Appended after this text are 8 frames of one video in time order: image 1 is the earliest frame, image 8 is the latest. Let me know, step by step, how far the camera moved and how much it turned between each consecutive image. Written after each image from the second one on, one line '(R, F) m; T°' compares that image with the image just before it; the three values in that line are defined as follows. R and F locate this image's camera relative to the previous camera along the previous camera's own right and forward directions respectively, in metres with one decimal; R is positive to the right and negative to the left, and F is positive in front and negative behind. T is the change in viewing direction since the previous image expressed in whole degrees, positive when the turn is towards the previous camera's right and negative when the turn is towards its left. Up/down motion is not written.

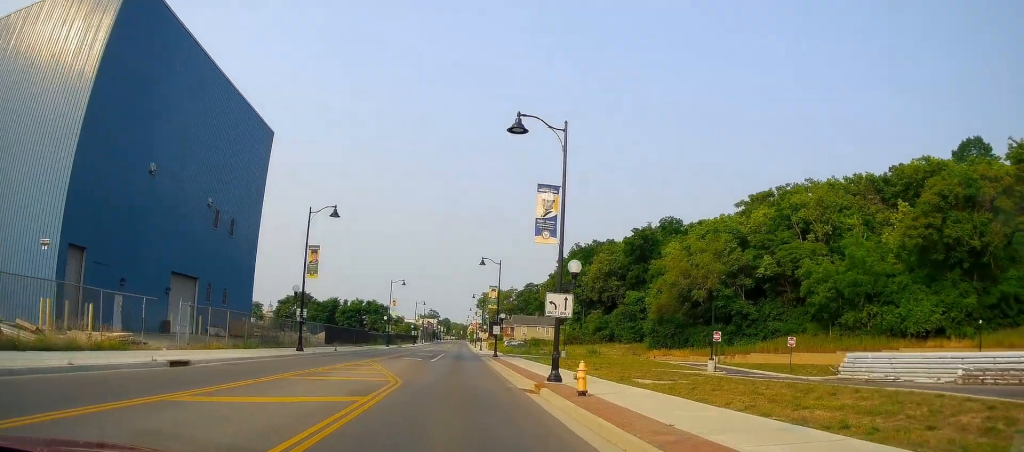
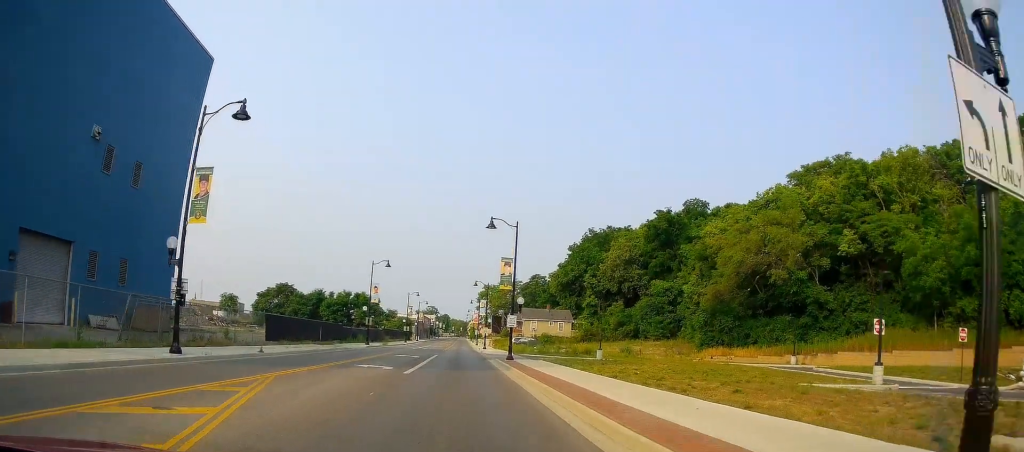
(0.0, +16.8) m; +1°
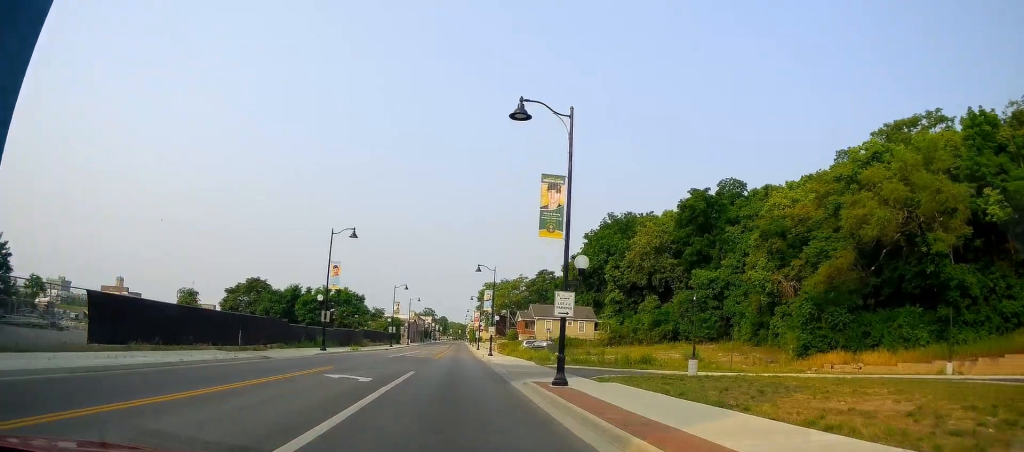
(+0.8, +19.5) m; +2°
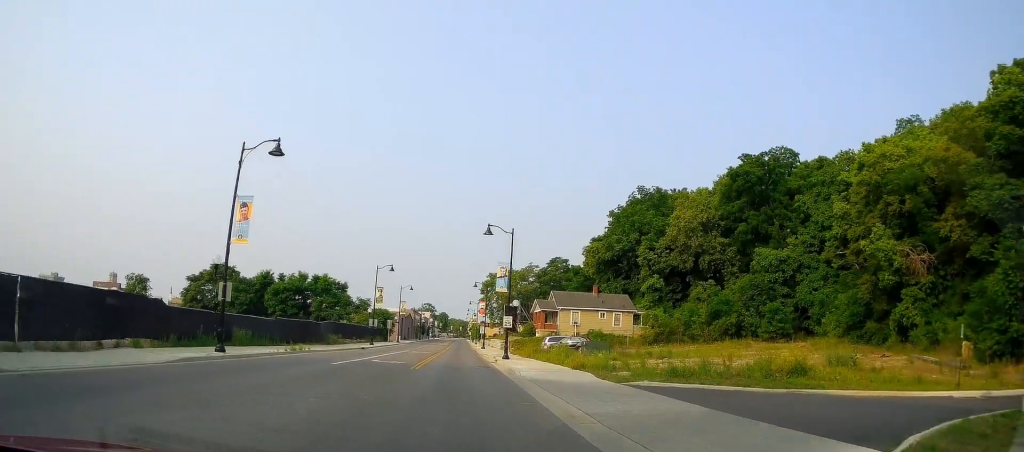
(-0.8, +19.2) m; -4°
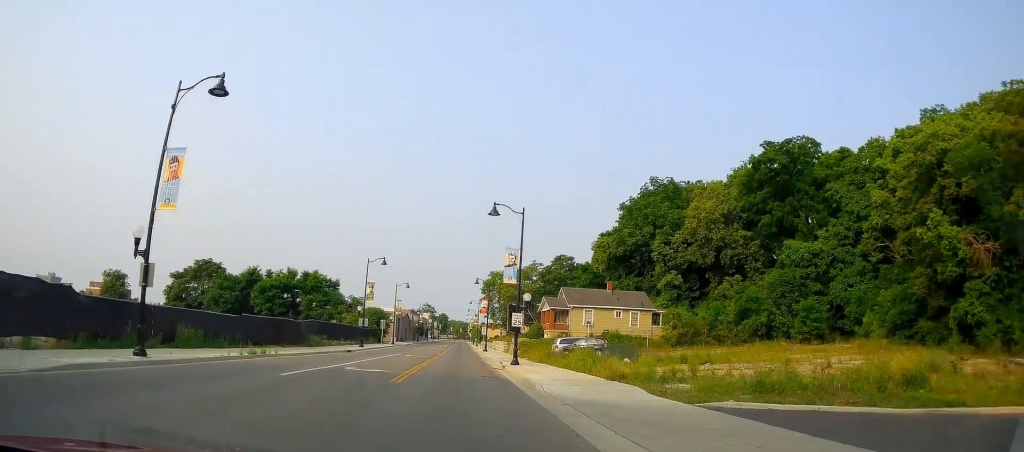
(-0.1, +6.8) m; 0°
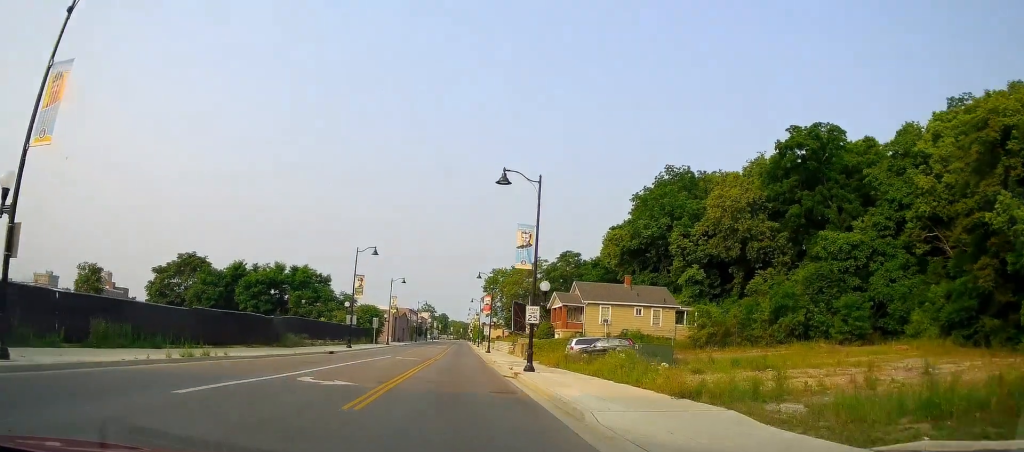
(0.0, +6.8) m; +1°
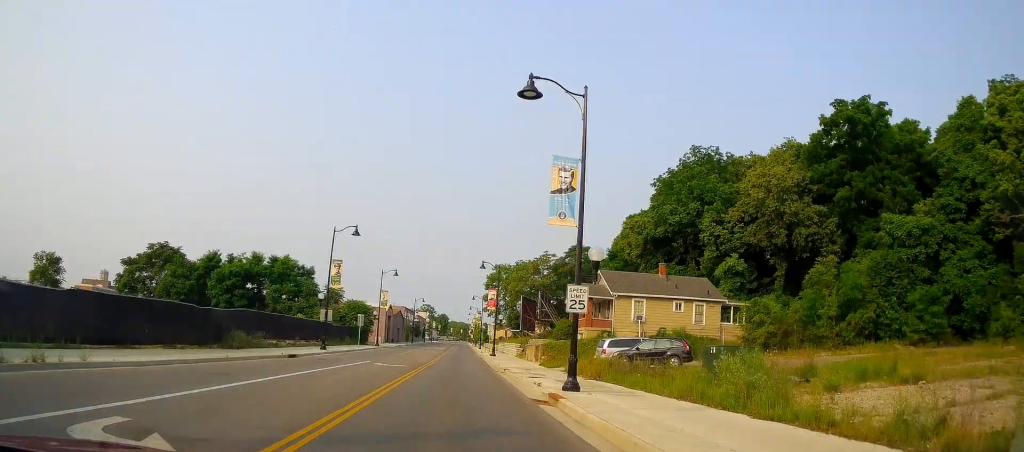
(0.0, +10.0) m; +3°
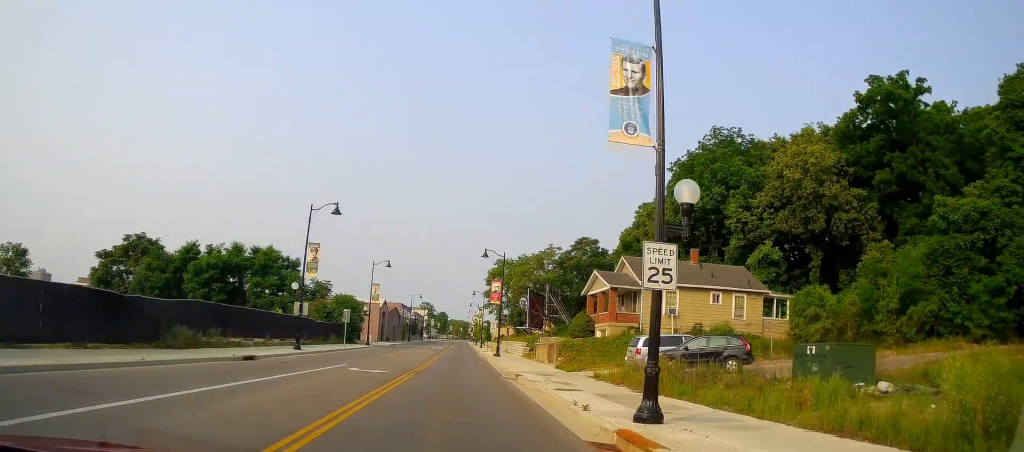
(+0.3, +7.0) m; 0°
